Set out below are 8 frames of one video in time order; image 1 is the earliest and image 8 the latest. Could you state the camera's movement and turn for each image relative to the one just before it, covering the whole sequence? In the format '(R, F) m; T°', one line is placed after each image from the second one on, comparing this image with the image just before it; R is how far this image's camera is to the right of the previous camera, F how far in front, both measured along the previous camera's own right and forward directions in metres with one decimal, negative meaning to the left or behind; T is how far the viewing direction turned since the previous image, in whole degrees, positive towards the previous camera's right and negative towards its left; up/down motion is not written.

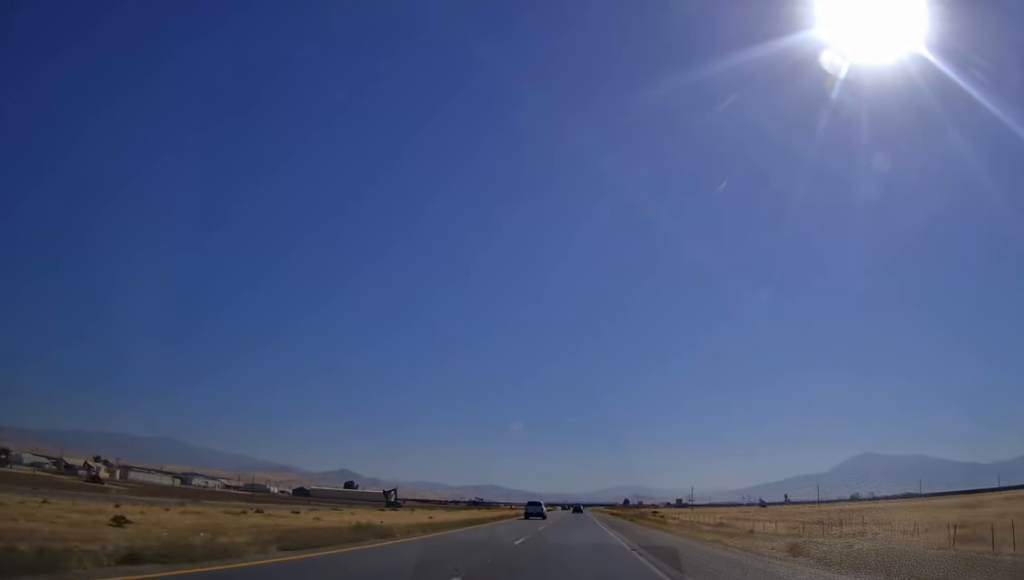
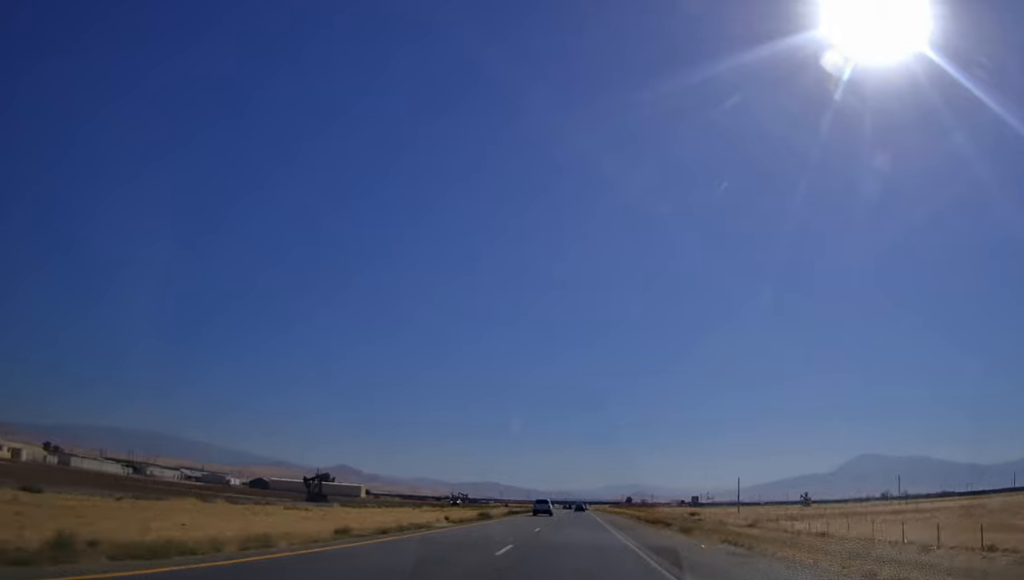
(-0.1, +67.6) m; 0°
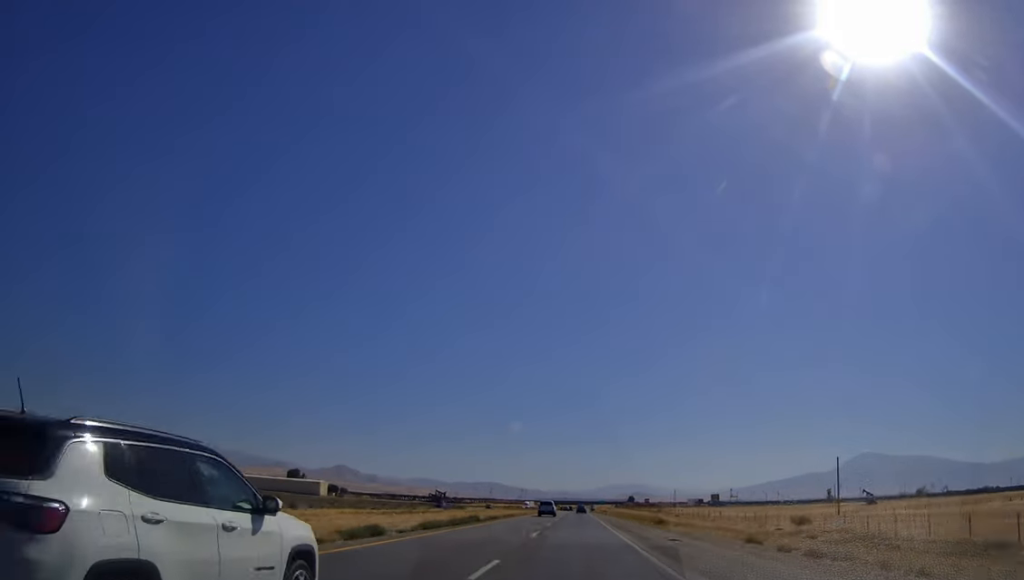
(-0.3, +65.4) m; 0°
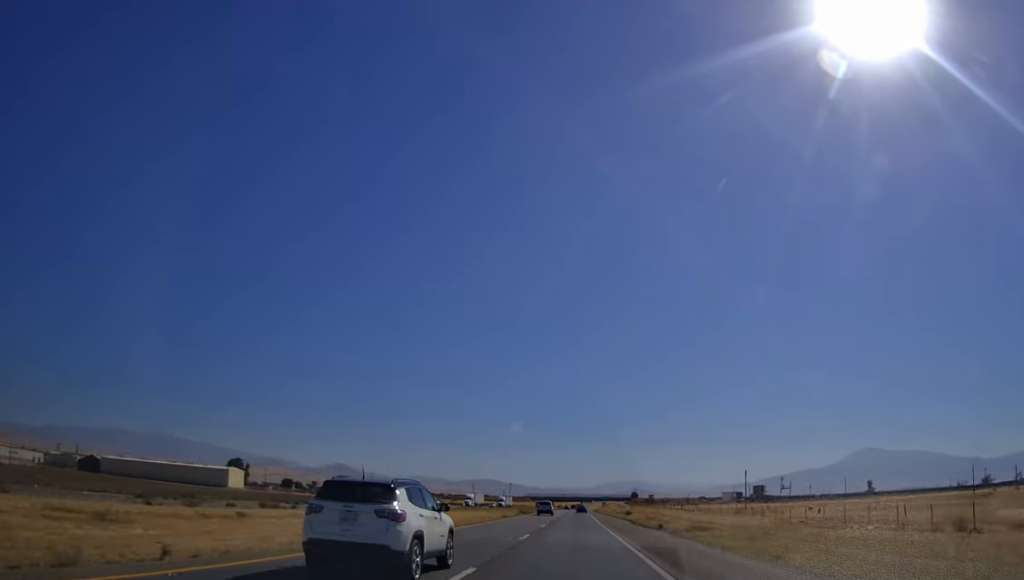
(+0.7, +89.9) m; 0°
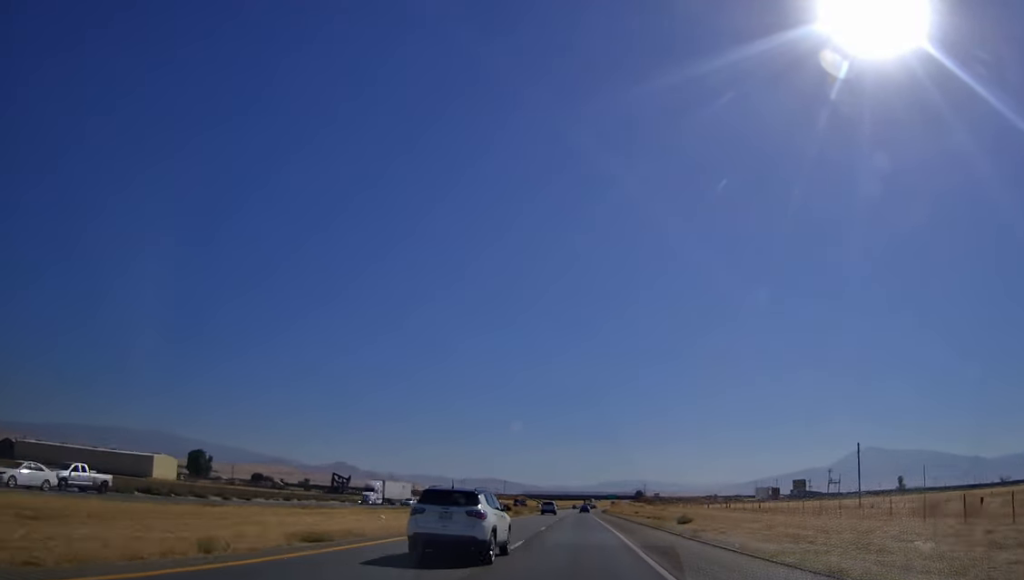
(-0.5, +46.8) m; 0°
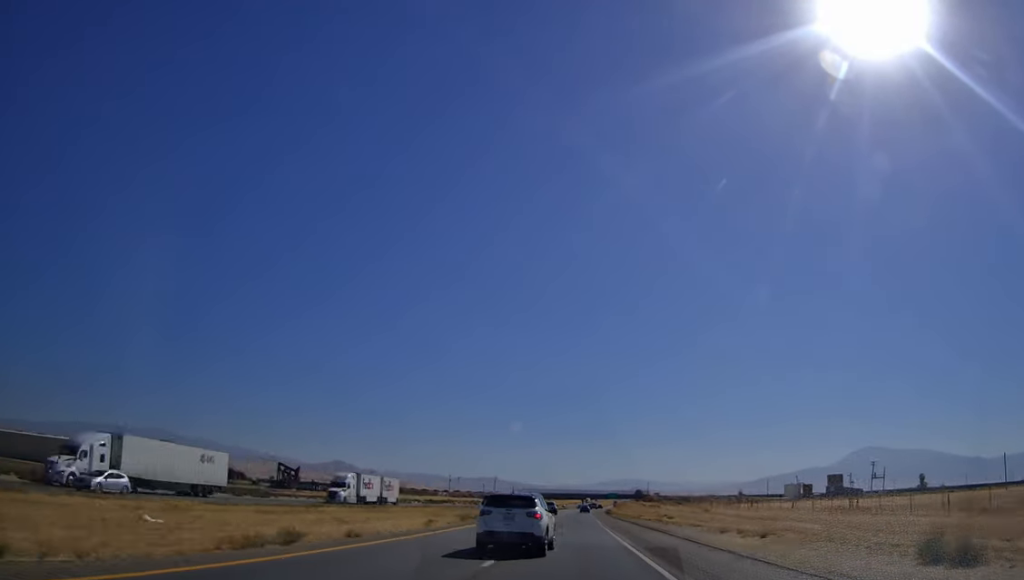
(-0.1, +32.3) m; 0°
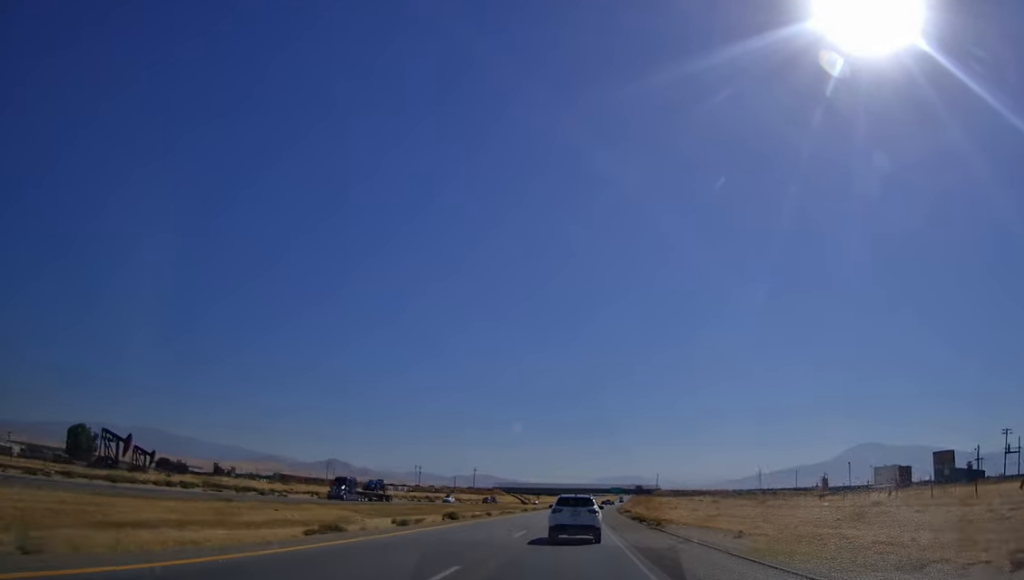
(+0.4, +57.5) m; +1°
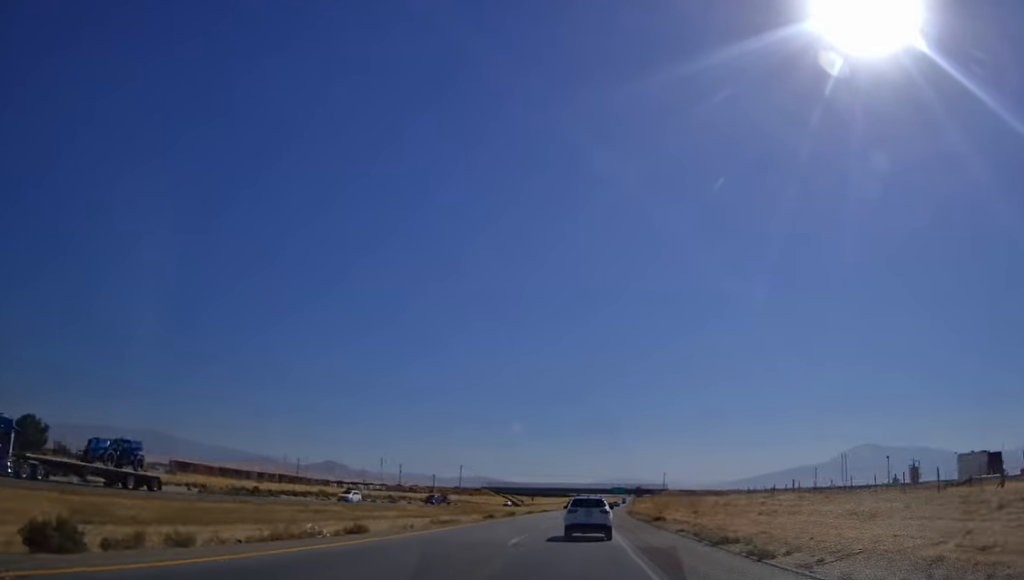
(+0.2, +29.4) m; 0°
